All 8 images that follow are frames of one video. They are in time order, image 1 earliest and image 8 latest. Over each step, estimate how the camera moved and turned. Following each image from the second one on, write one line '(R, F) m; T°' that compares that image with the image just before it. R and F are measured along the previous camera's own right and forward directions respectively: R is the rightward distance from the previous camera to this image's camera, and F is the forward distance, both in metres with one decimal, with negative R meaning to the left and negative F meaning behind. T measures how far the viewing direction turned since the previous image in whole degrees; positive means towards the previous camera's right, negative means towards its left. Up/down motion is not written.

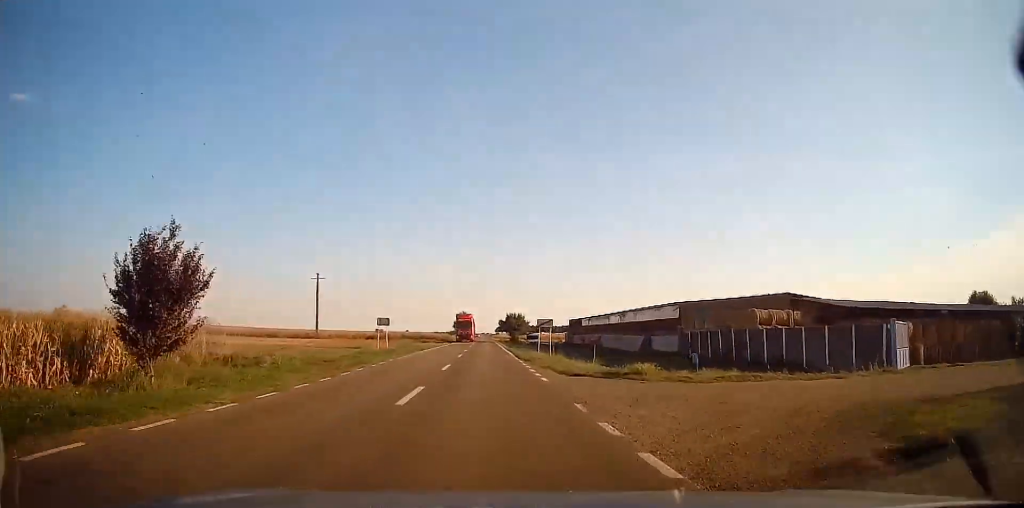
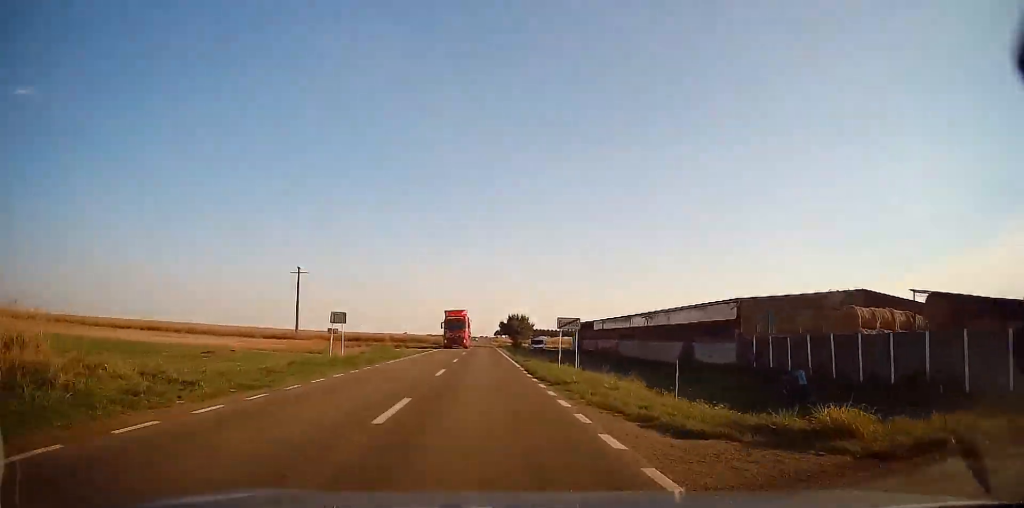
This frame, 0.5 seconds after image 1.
(+0.2, +10.5) m; 0°
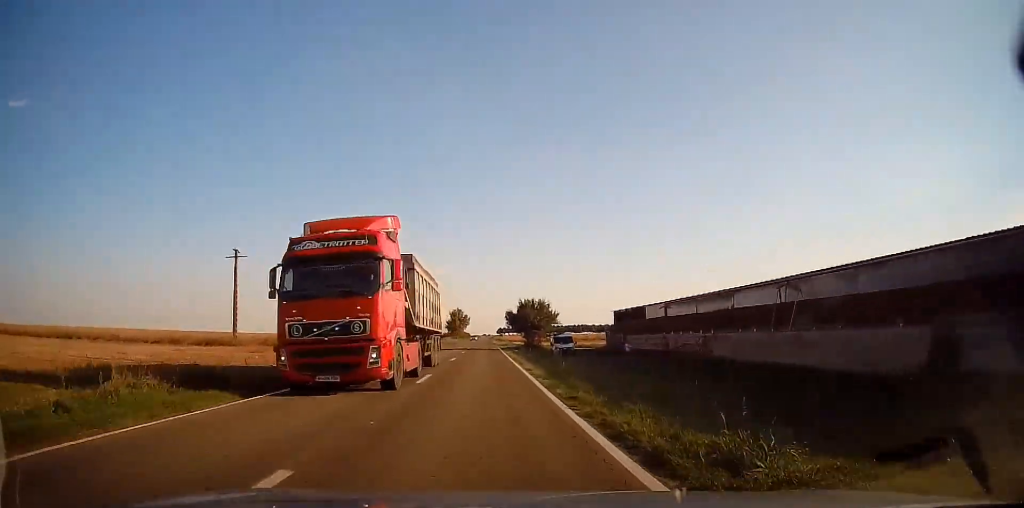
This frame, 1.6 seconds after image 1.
(-0.4, +24.2) m; 0°
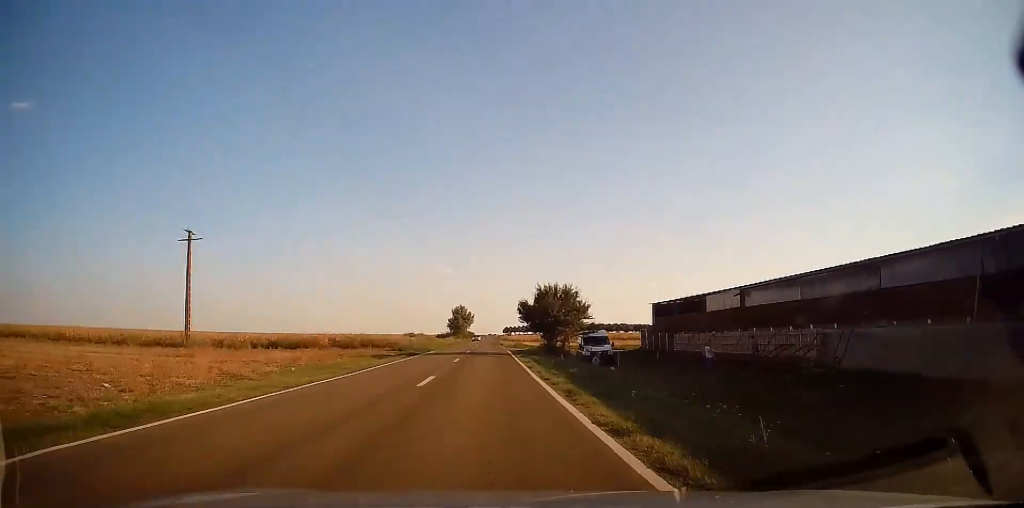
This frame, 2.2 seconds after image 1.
(+0.3, +13.1) m; 0°
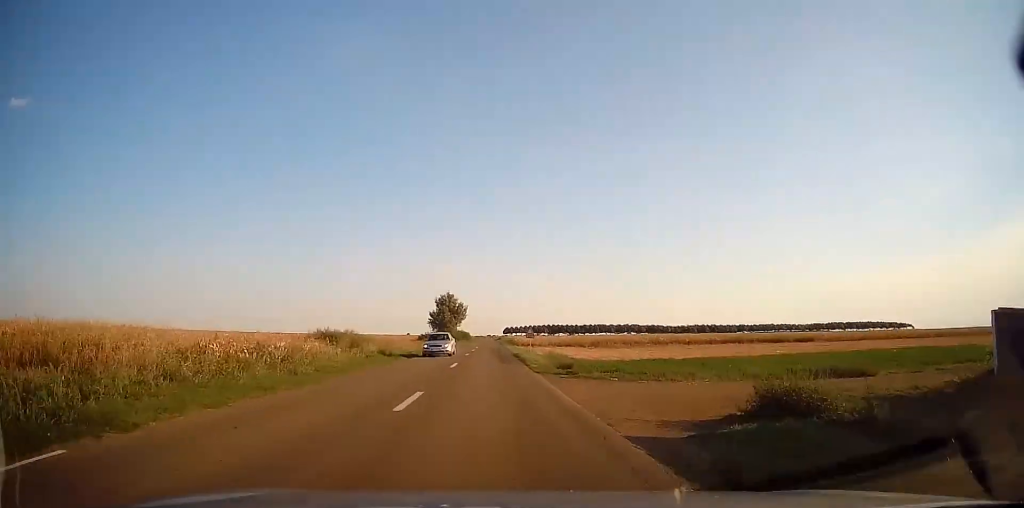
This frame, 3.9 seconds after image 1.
(-0.5, +40.2) m; -1°
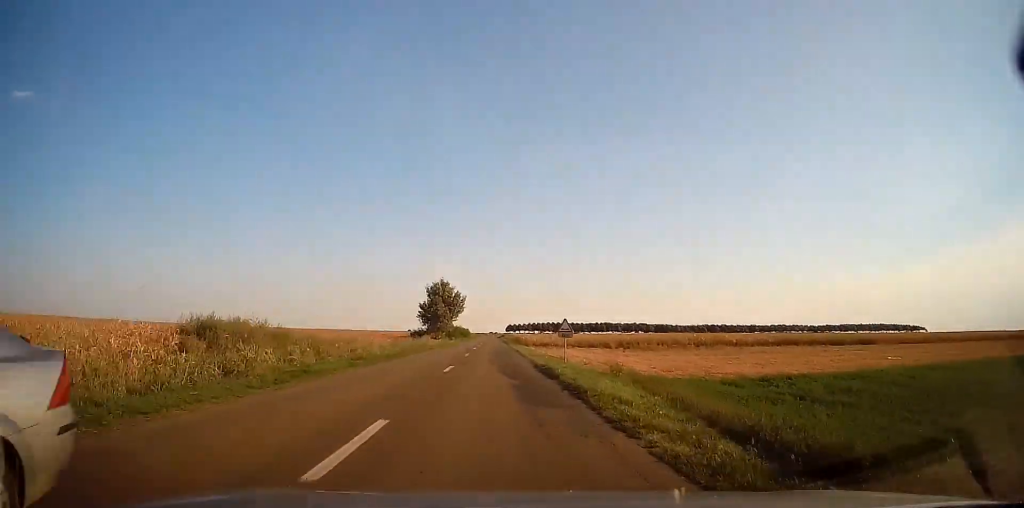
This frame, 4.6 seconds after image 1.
(+0.2, +16.5) m; 0°
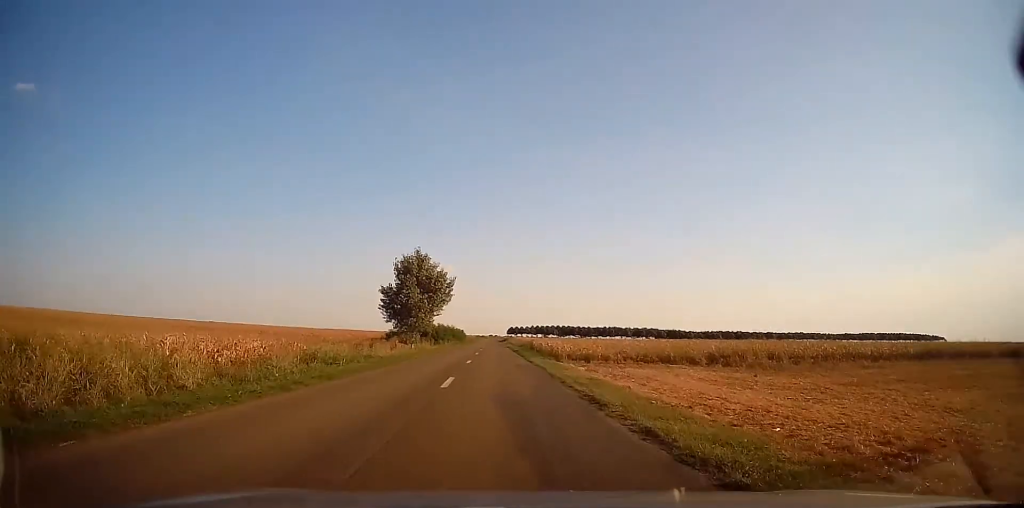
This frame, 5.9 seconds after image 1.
(-0.2, +27.9) m; 0°
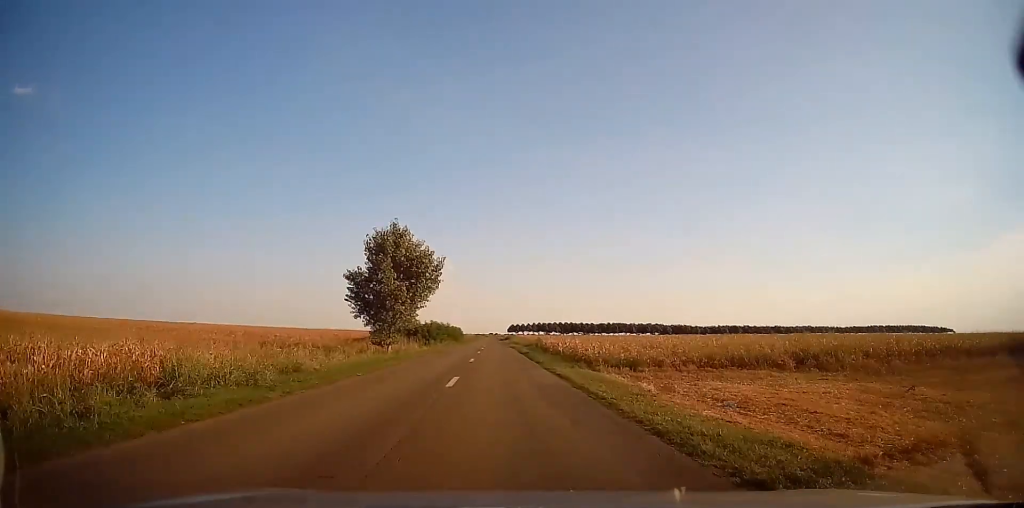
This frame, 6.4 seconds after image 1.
(-0.1, +11.8) m; 0°
